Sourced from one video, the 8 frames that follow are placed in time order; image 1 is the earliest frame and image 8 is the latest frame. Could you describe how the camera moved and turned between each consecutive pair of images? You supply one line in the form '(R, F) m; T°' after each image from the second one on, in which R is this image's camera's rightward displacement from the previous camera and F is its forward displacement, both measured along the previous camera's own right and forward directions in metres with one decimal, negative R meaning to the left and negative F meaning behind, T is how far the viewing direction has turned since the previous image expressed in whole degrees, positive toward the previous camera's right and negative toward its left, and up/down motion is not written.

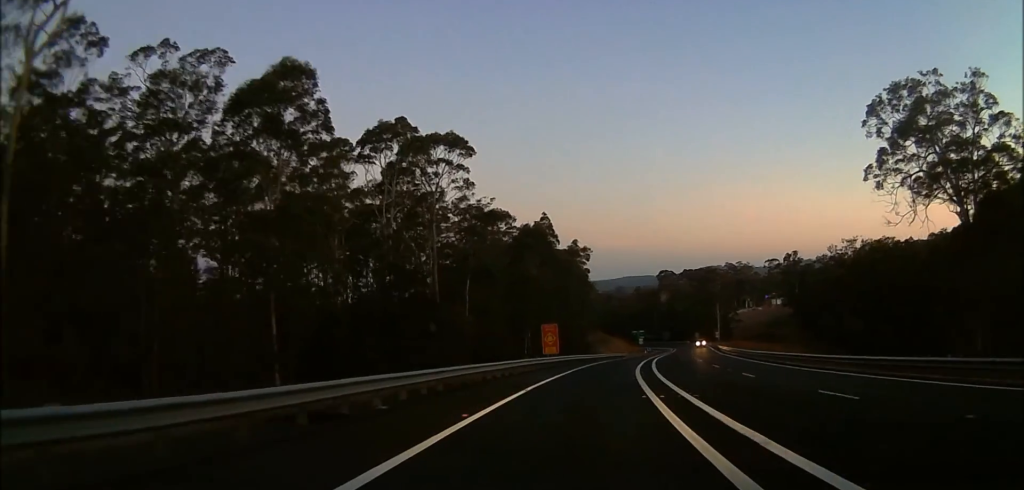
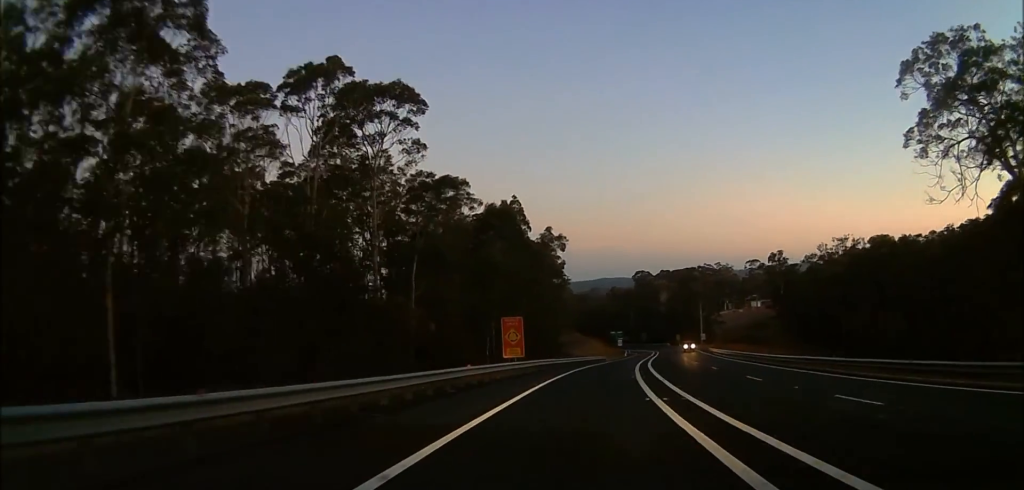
(+0.4, +13.6) m; +1°
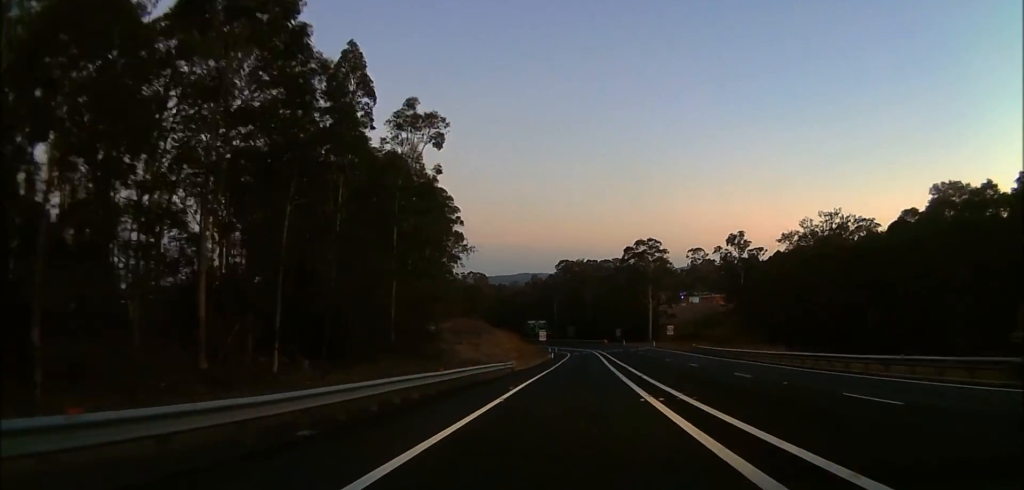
(+3.6, +49.0) m; +8°
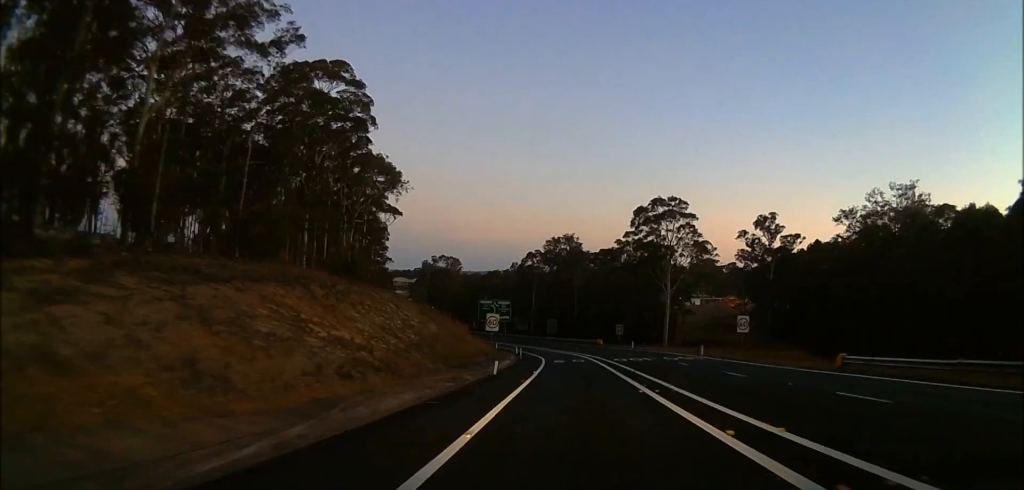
(-0.3, +47.1) m; -1°
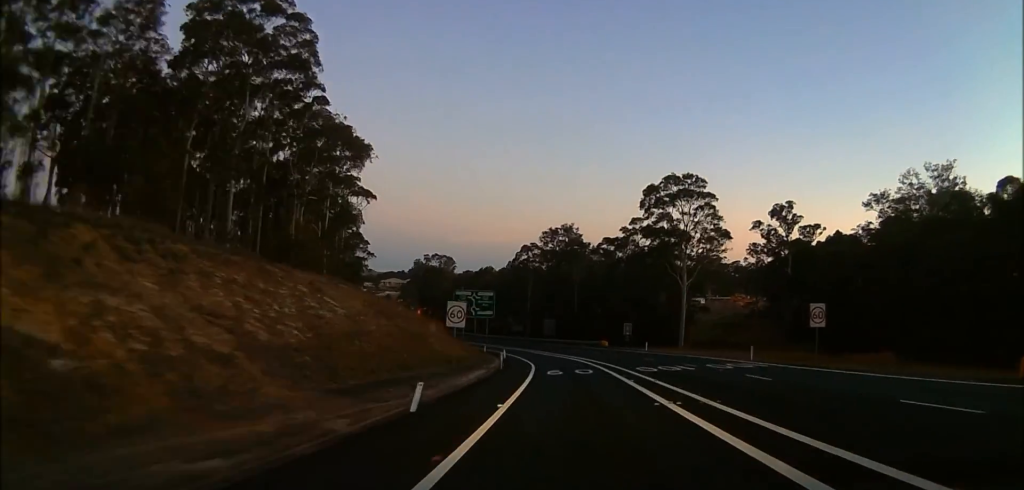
(0.0, +16.0) m; -3°
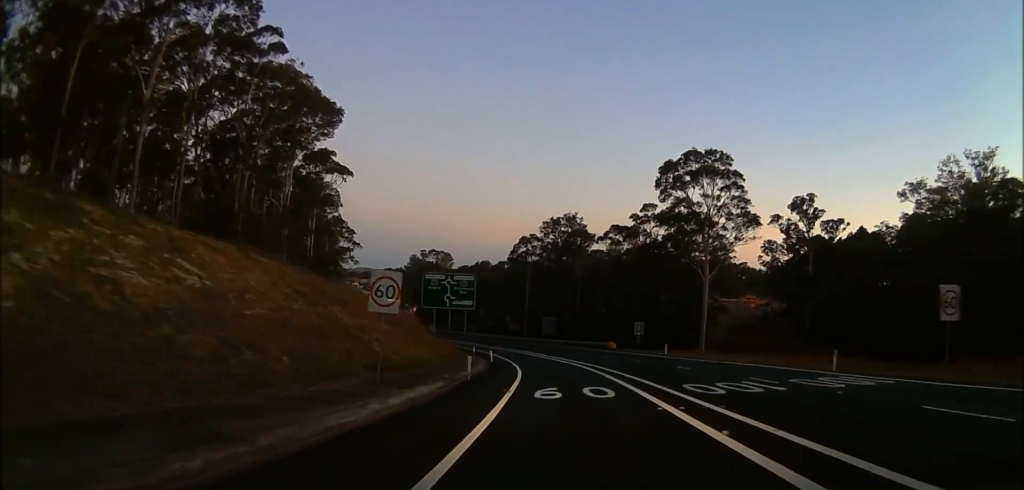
(0.0, +13.6) m; -3°
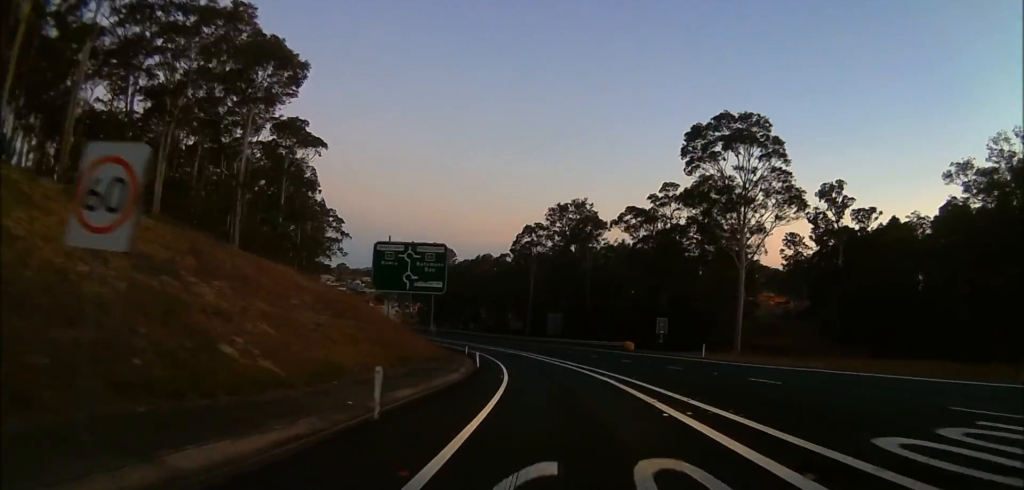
(-1.0, +13.5) m; -3°
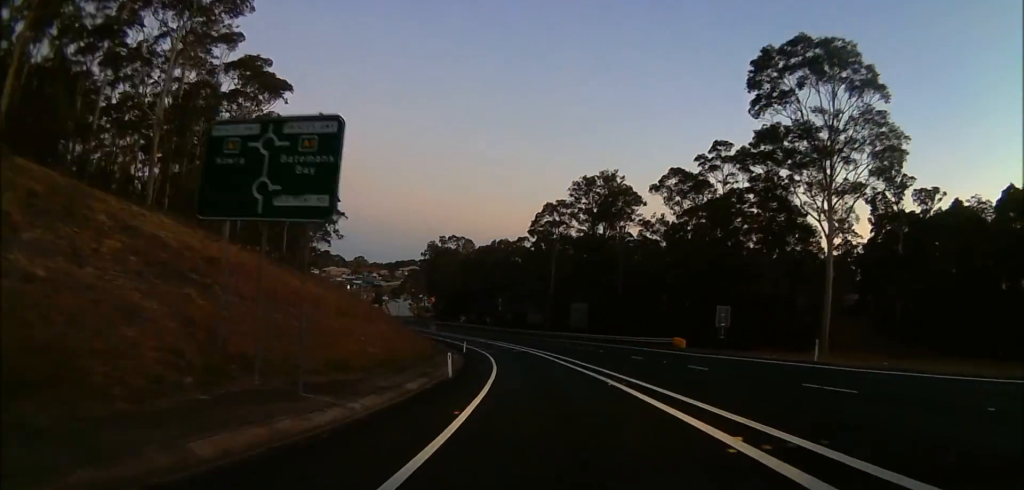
(-0.4, +17.8) m; -1°
